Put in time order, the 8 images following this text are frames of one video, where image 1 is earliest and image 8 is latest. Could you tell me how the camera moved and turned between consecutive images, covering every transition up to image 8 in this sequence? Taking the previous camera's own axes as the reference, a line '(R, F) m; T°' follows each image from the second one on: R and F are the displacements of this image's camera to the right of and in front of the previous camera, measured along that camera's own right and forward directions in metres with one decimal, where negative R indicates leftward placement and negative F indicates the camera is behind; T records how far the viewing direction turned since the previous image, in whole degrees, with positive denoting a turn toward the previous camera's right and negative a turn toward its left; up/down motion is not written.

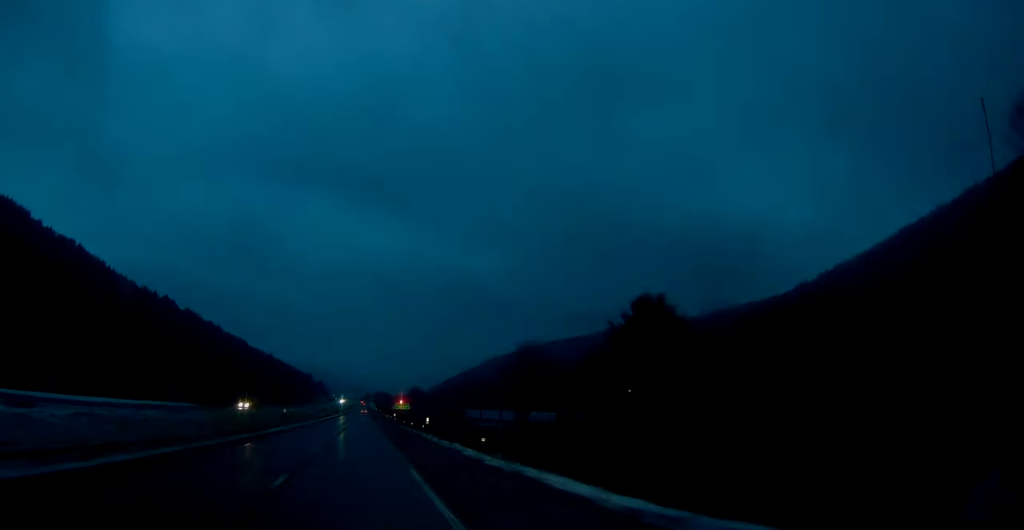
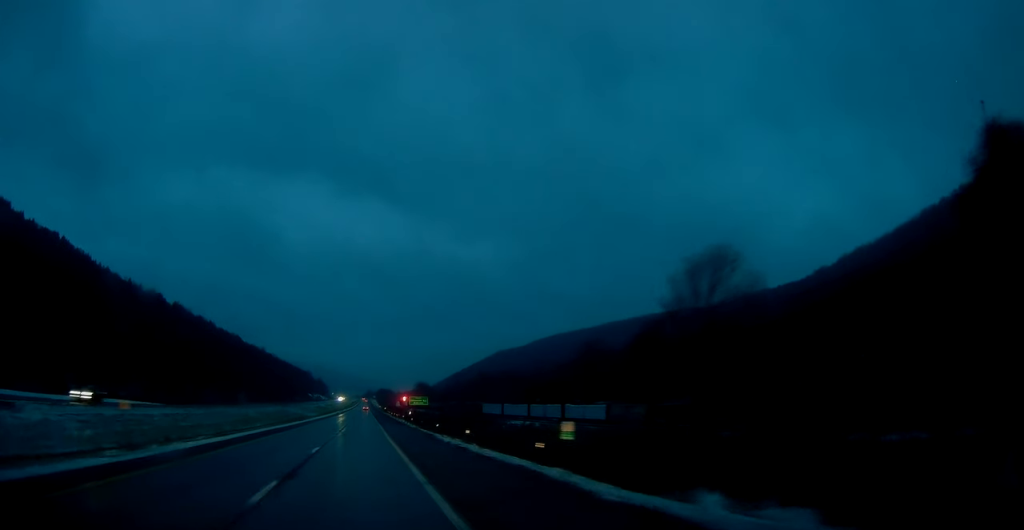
(+0.1, +38.5) m; 0°
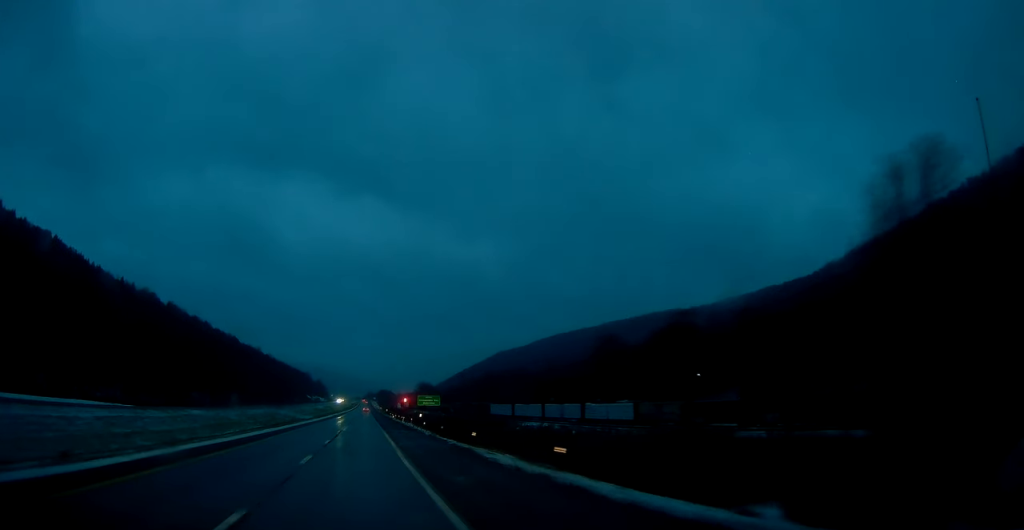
(0.0, +16.1) m; 0°
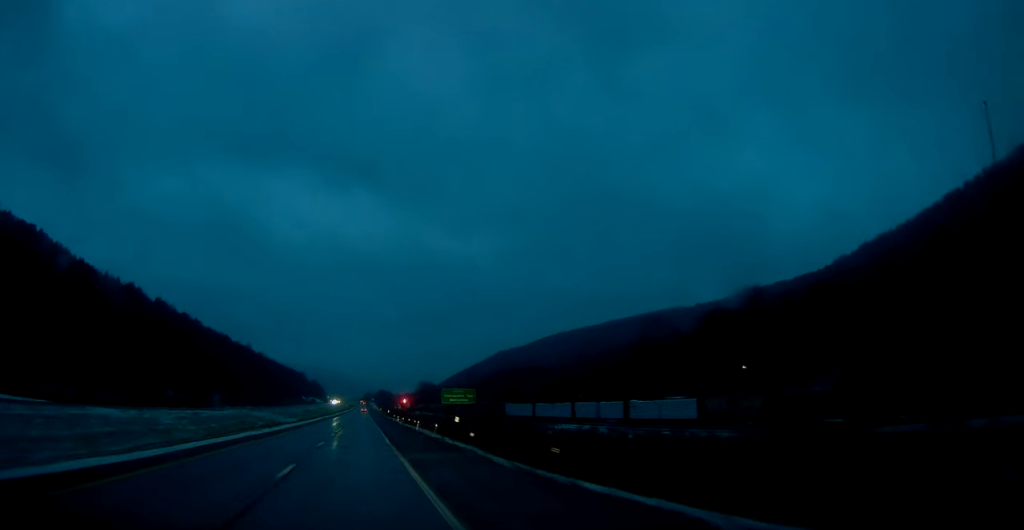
(0.0, +28.2) m; 0°
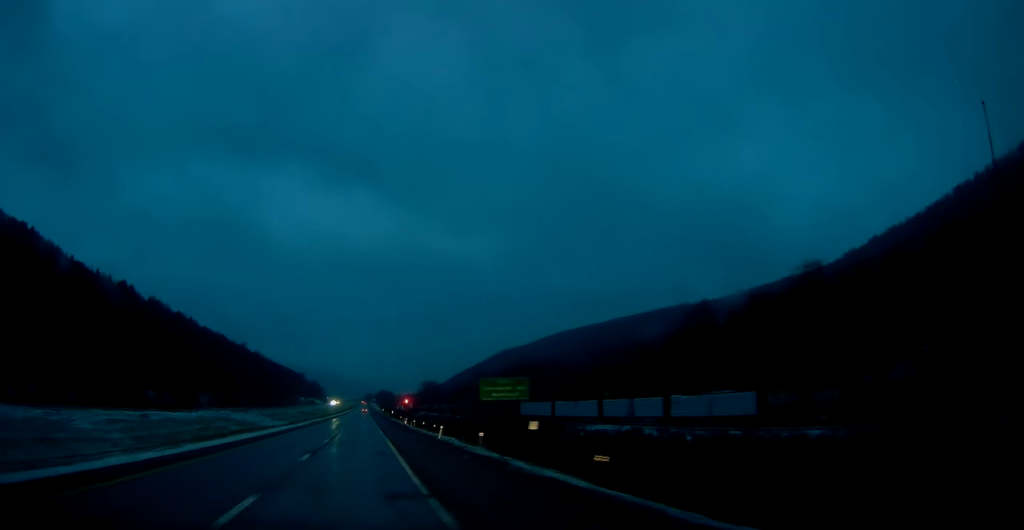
(+0.2, +18.0) m; 0°
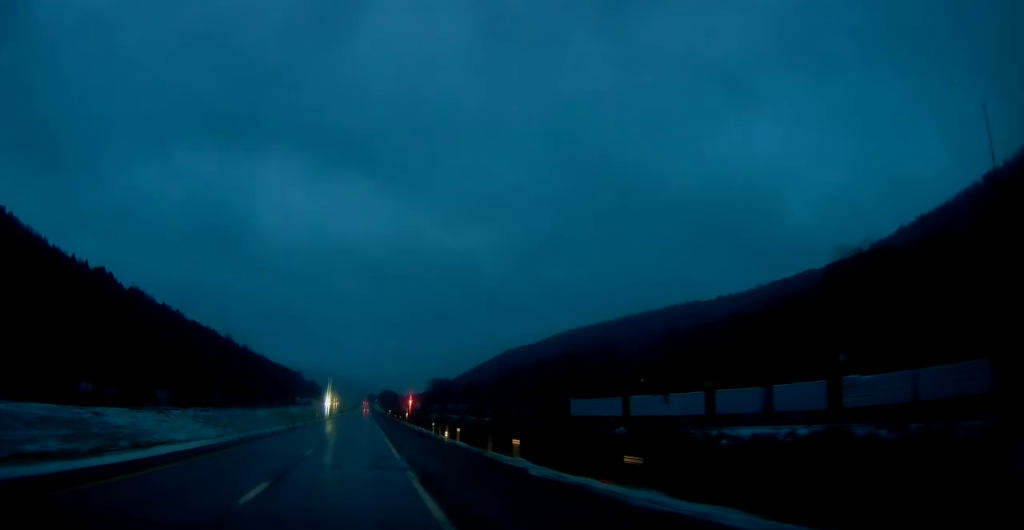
(-0.1, +46.8) m; 0°
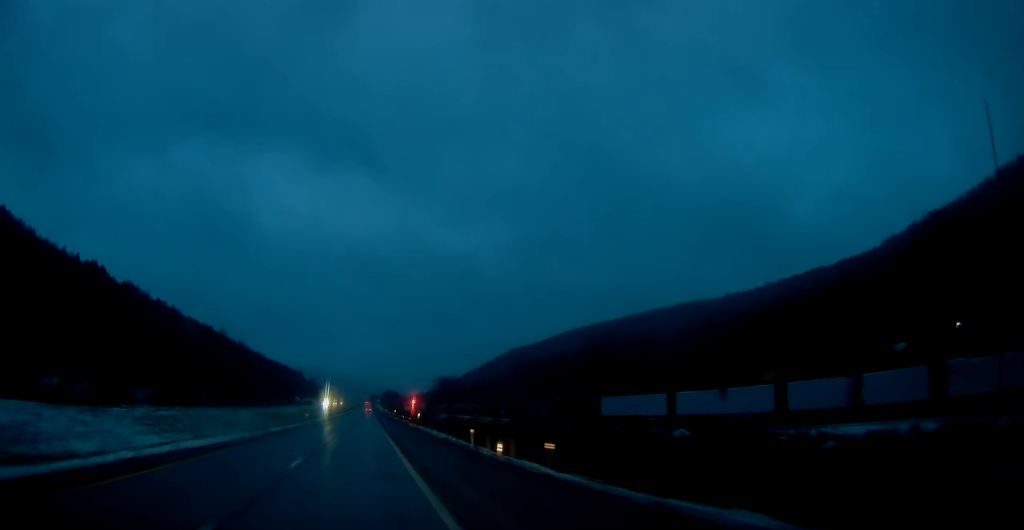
(0.0, +17.7) m; 0°
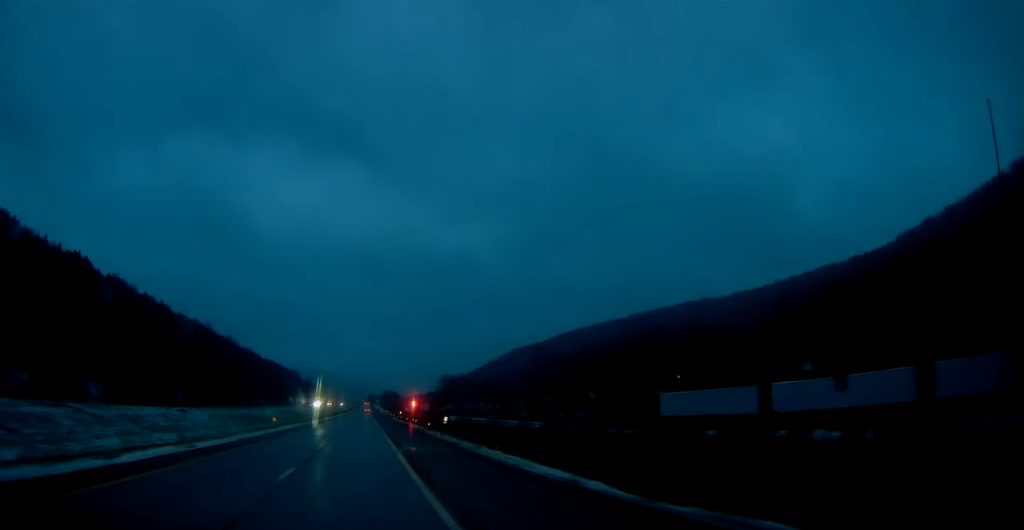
(+0.2, +26.5) m; 0°
